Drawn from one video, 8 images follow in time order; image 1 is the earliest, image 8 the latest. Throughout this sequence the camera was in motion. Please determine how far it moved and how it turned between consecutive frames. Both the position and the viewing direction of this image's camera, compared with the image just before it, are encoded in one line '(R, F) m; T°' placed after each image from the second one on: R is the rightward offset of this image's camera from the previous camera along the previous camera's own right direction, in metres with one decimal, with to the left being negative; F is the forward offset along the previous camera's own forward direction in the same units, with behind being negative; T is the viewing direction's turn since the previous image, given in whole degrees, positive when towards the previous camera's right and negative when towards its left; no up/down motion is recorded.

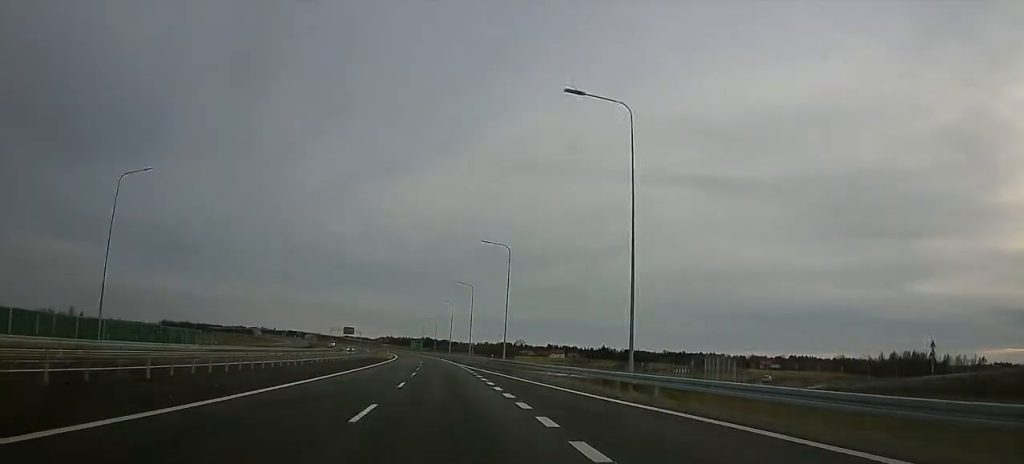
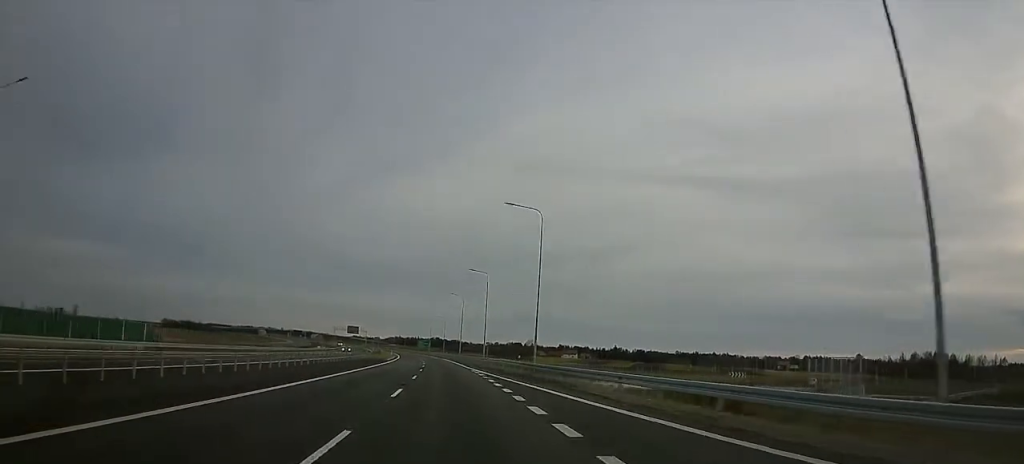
(0.0, +17.5) m; 0°
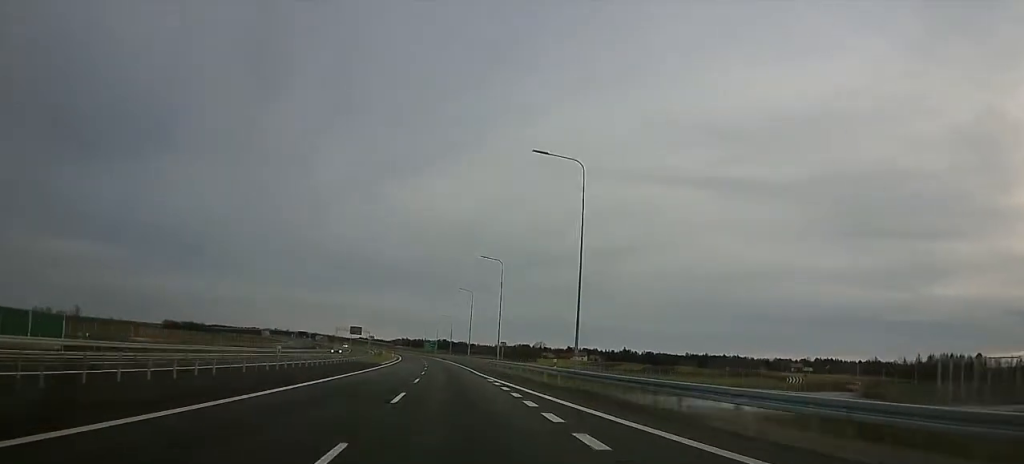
(0.0, +13.4) m; 0°
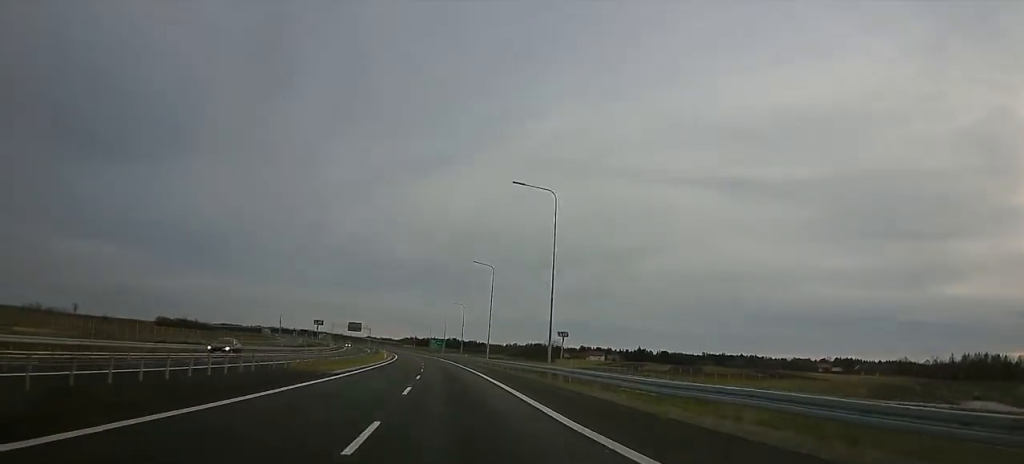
(0.0, +32.9) m; 0°
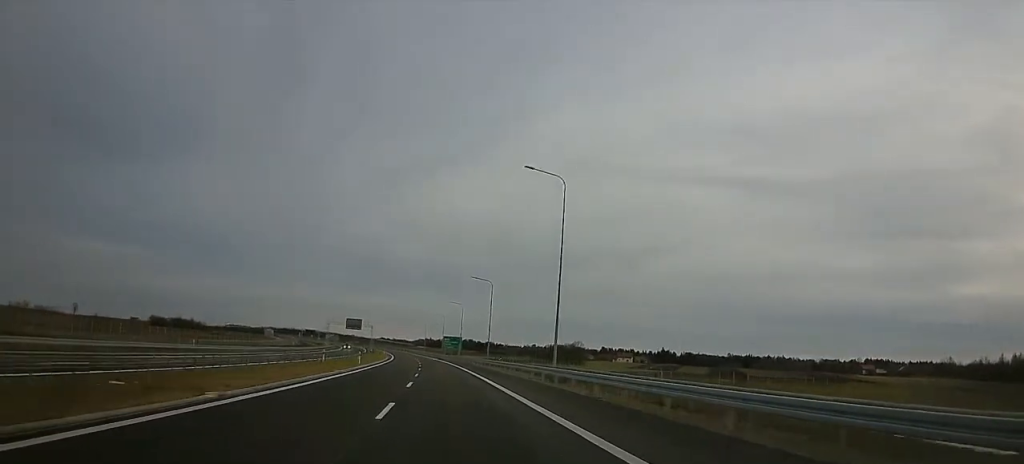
(0.0, +43.2) m; 0°
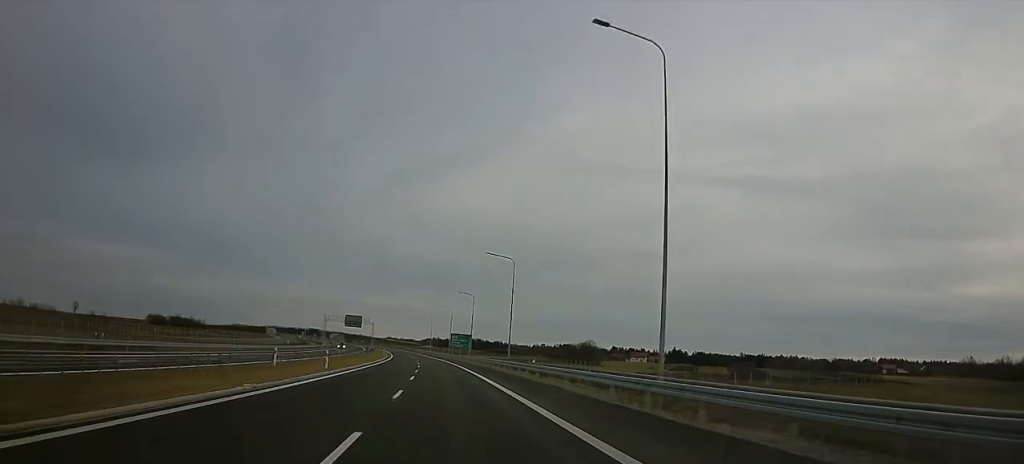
(0.0, +18.5) m; 0°
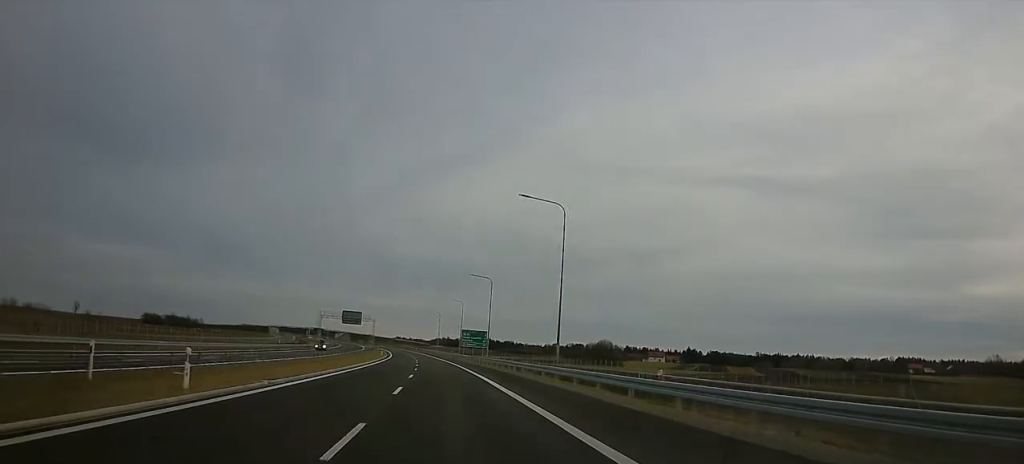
(0.0, +22.6) m; 0°
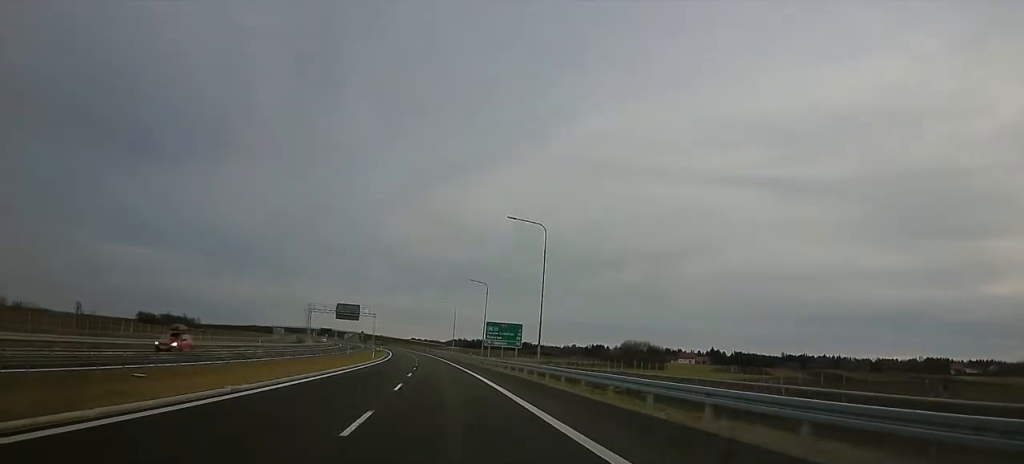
(0.0, +33.9) m; 0°
